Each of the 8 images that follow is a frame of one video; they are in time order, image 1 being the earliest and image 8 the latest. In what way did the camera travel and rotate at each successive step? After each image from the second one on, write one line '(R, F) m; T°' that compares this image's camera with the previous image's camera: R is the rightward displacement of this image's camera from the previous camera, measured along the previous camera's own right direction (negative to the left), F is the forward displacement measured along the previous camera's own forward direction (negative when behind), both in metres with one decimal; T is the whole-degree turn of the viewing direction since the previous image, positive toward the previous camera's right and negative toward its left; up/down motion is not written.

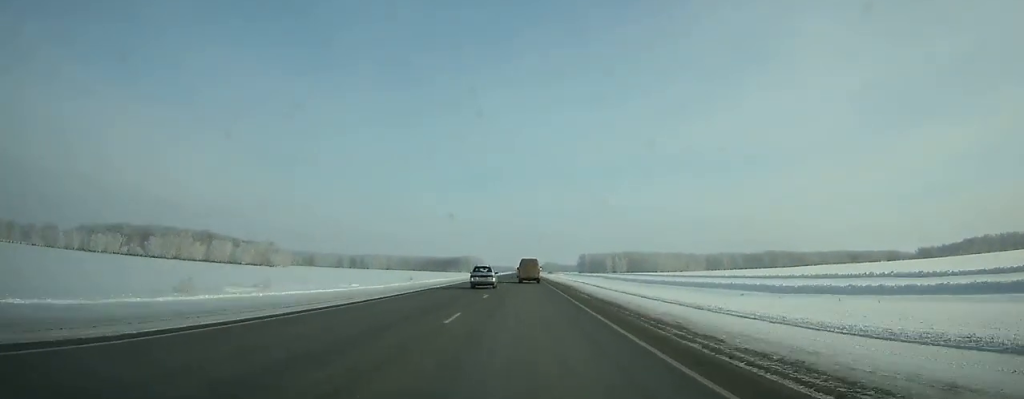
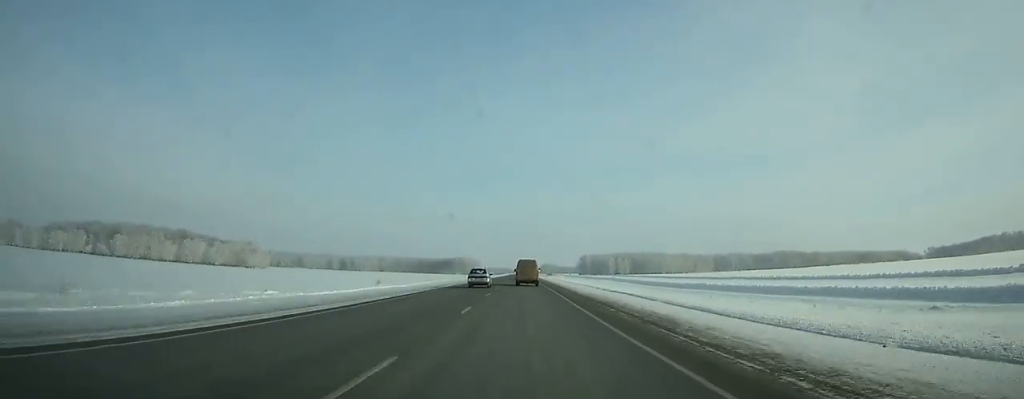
(-0.1, +32.3) m; 0°
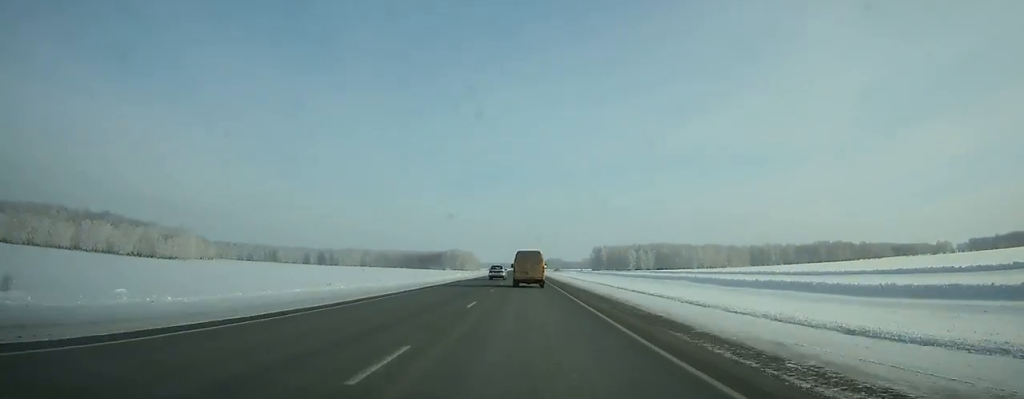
(-0.3, +92.0) m; 0°
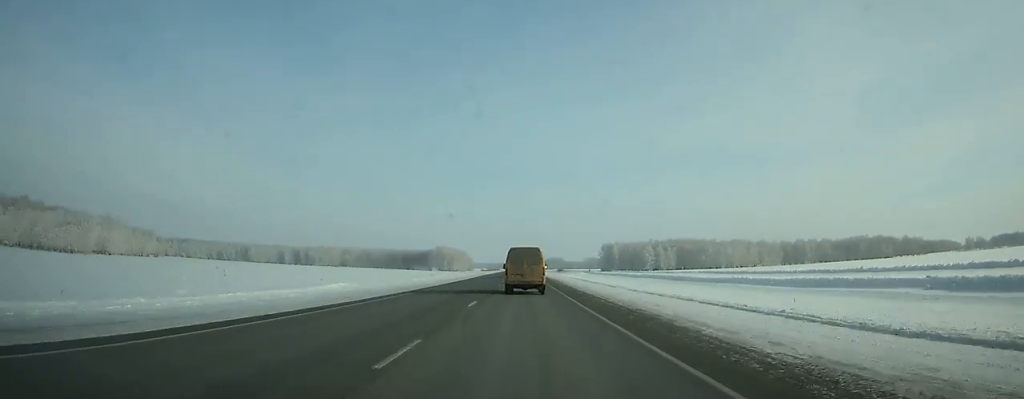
(+0.1, +69.5) m; 0°
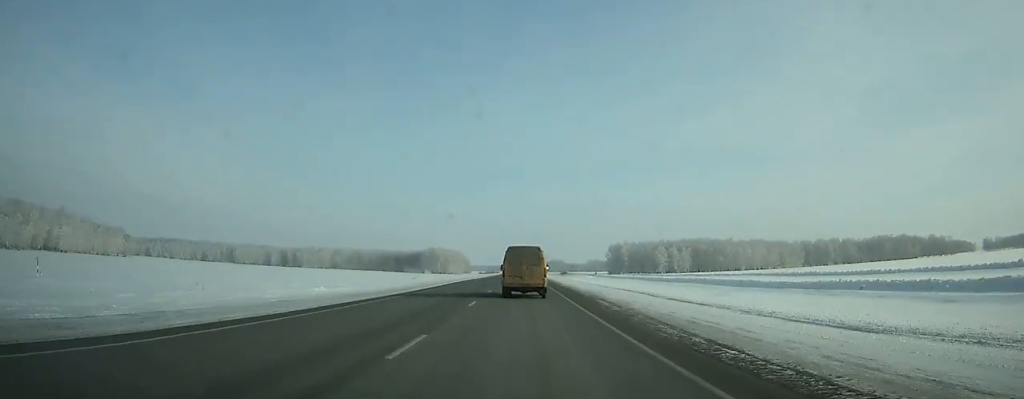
(0.0, +34.9) m; 0°
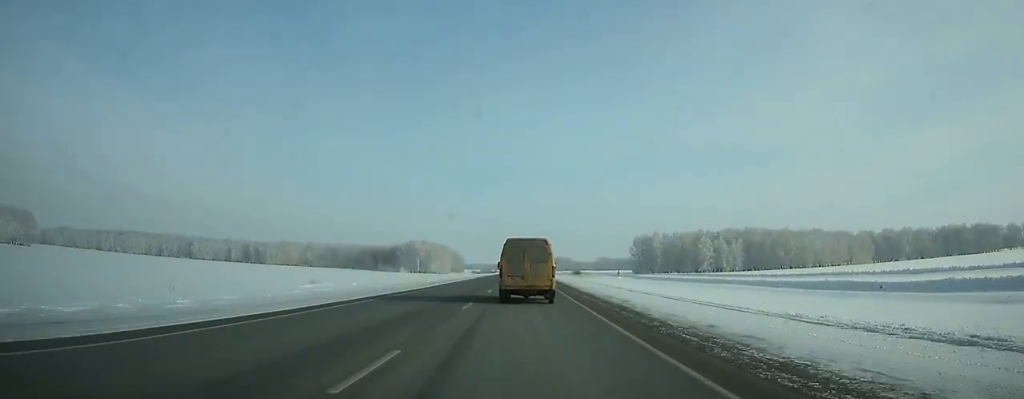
(0.0, +85.2) m; 0°
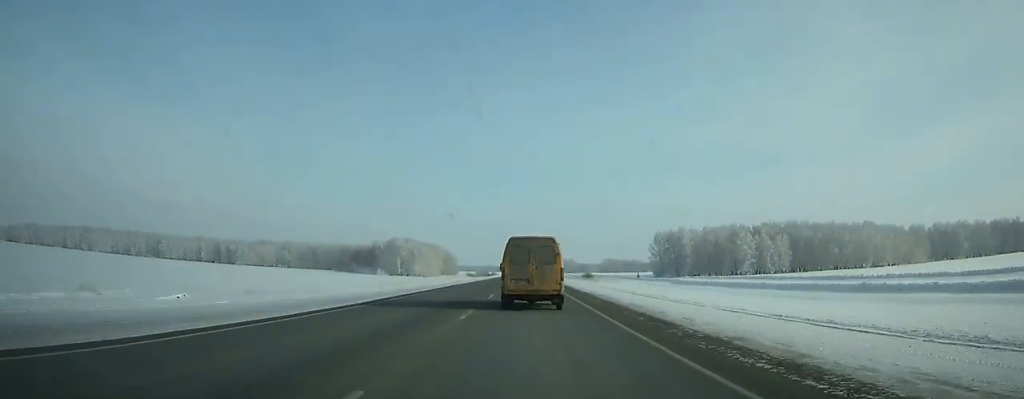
(+0.2, +49.9) m; 0°
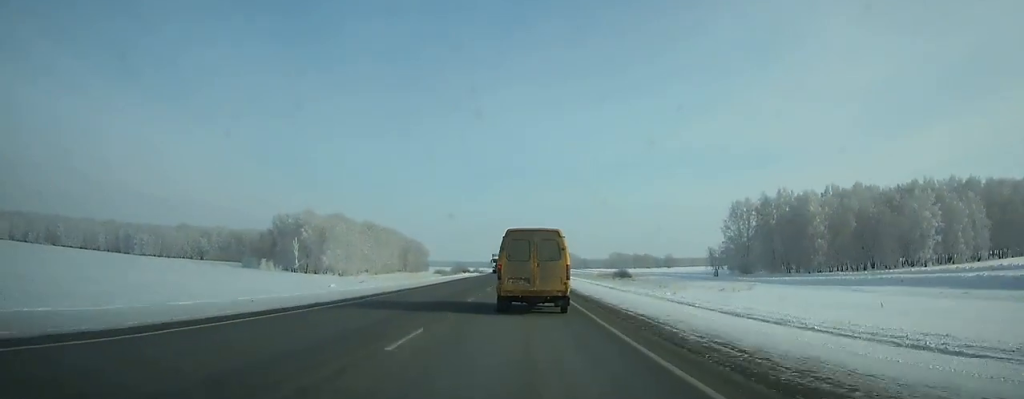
(+0.4, +114.7) m; 0°
